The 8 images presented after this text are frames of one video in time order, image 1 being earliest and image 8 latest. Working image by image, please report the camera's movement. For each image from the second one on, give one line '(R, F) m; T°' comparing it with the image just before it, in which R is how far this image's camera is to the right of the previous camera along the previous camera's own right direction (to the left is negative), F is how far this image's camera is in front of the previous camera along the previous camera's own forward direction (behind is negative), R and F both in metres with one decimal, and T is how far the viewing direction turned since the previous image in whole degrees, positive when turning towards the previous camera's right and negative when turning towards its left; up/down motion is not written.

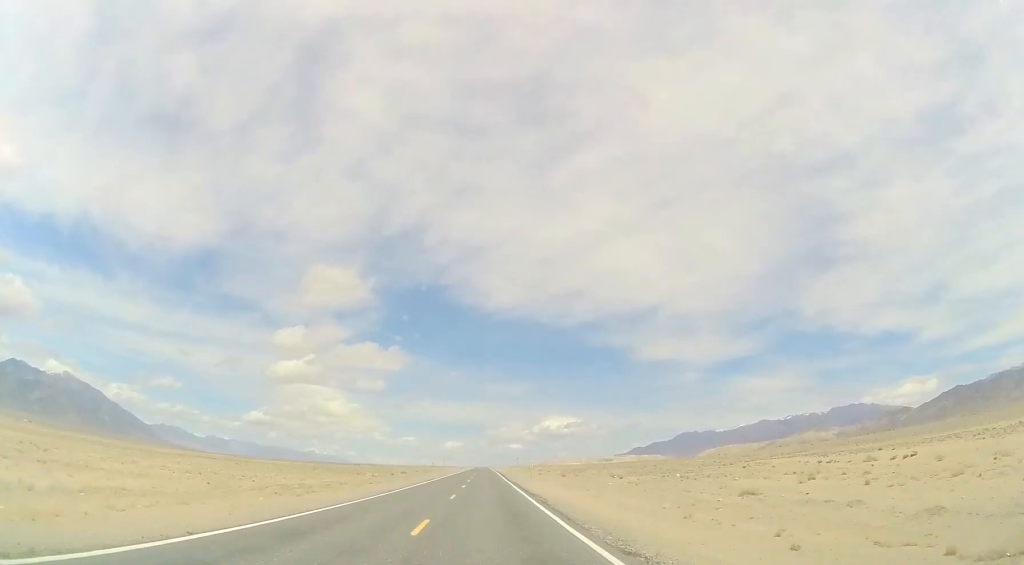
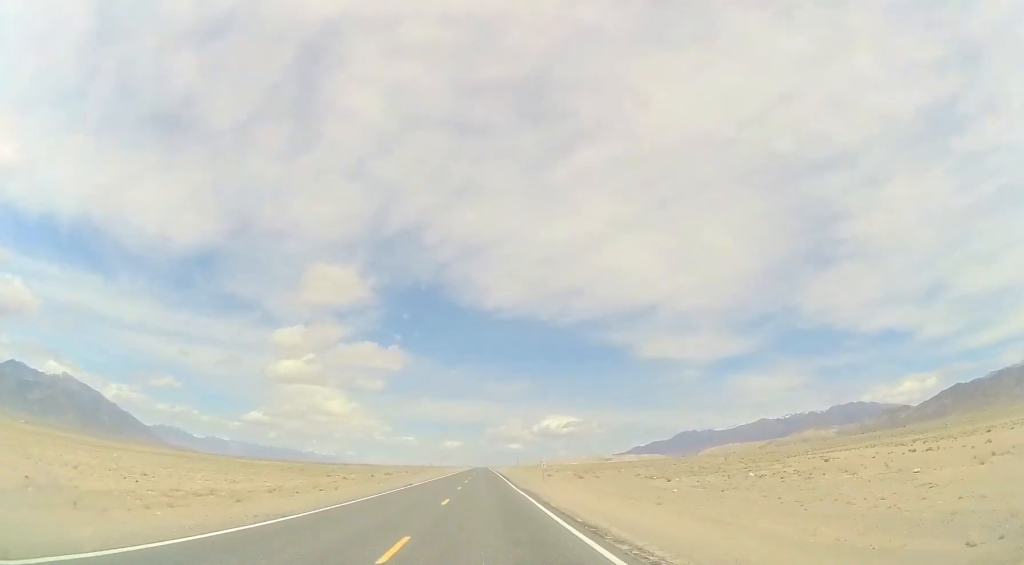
(+0.1, +17.7) m; 0°
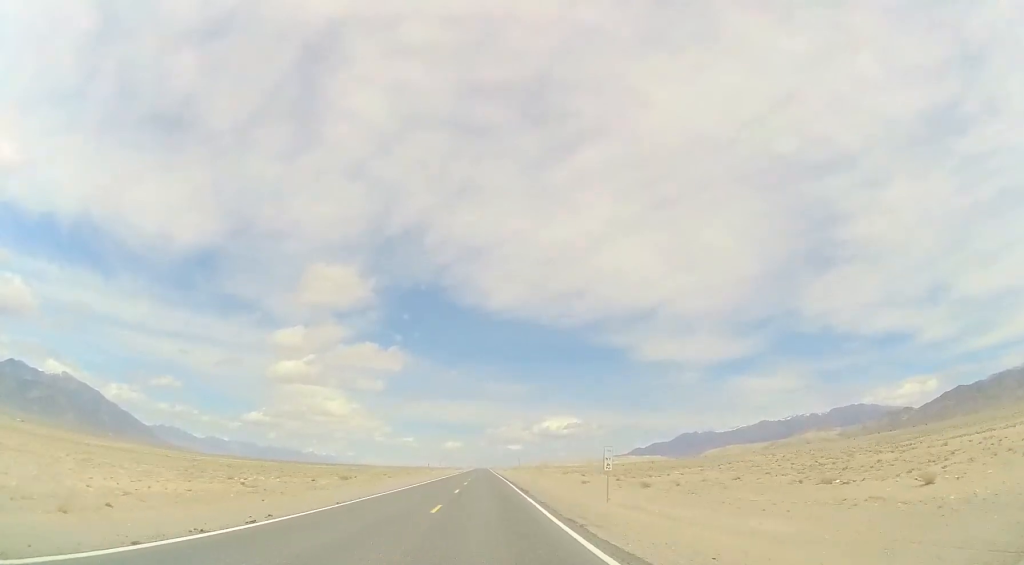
(0.0, +31.1) m; 0°
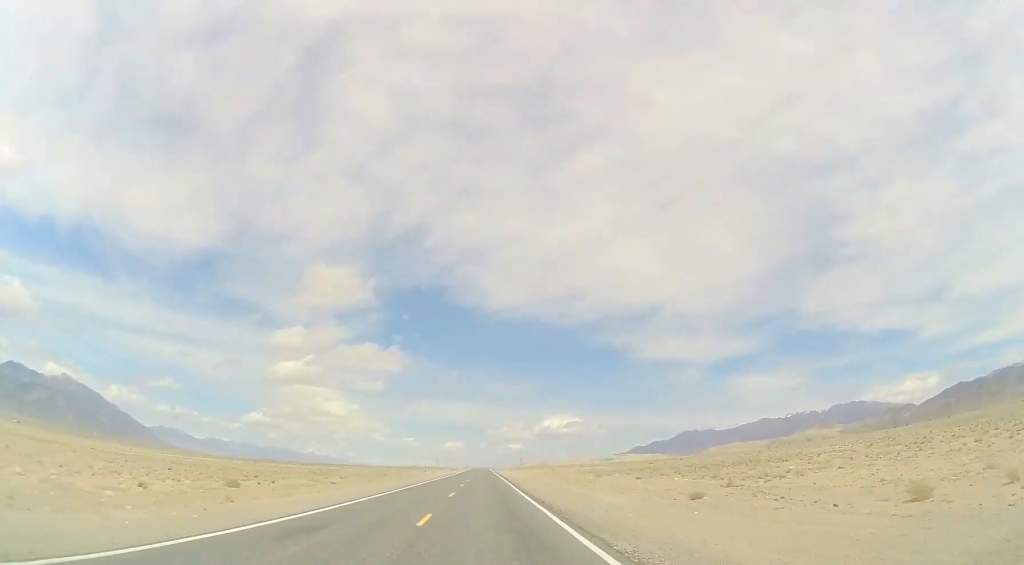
(-0.2, +31.3) m; 0°
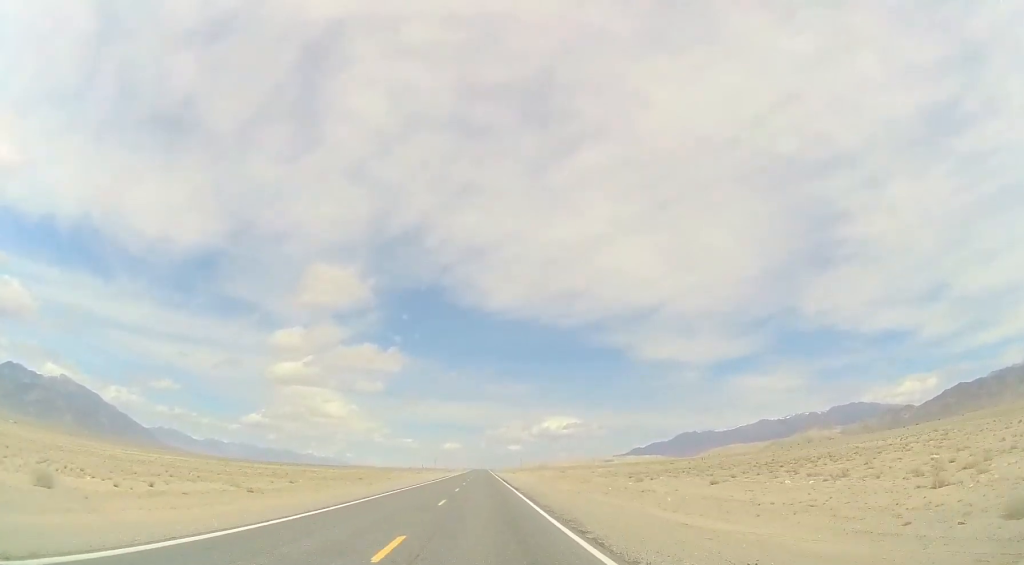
(+0.1, +19.1) m; 0°
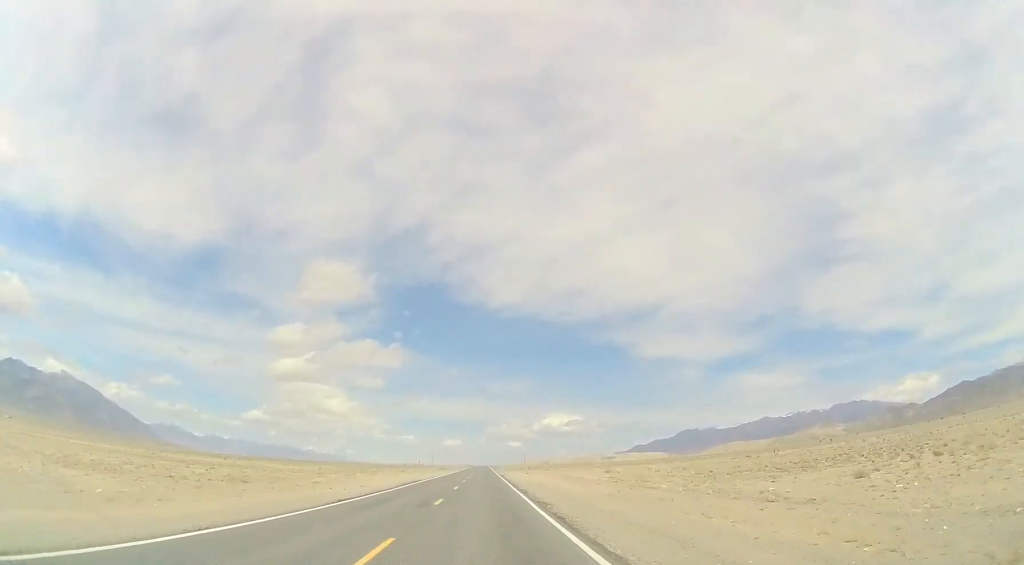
(+0.1, +41.7) m; 0°
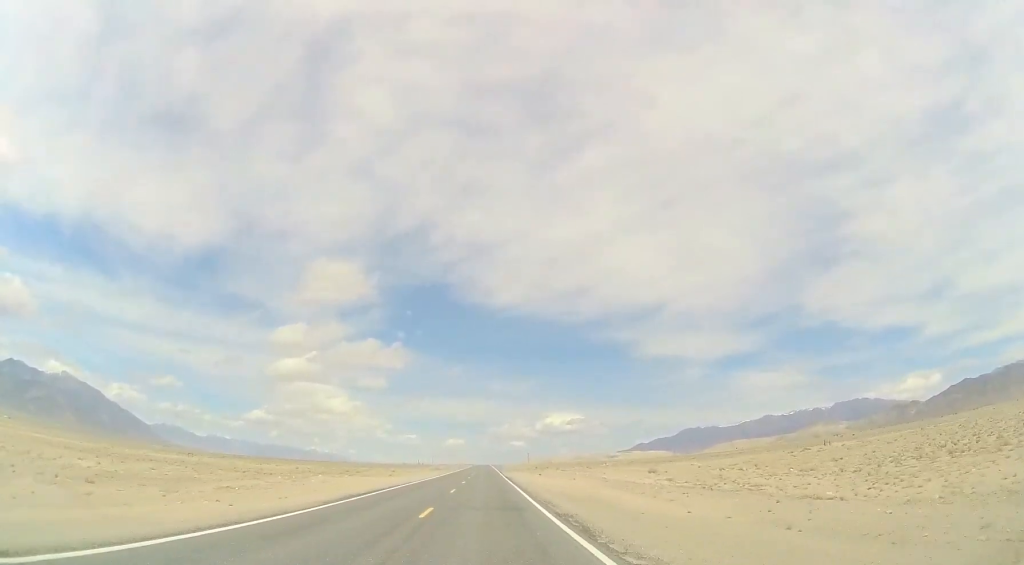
(-0.1, +19.3) m; 0°
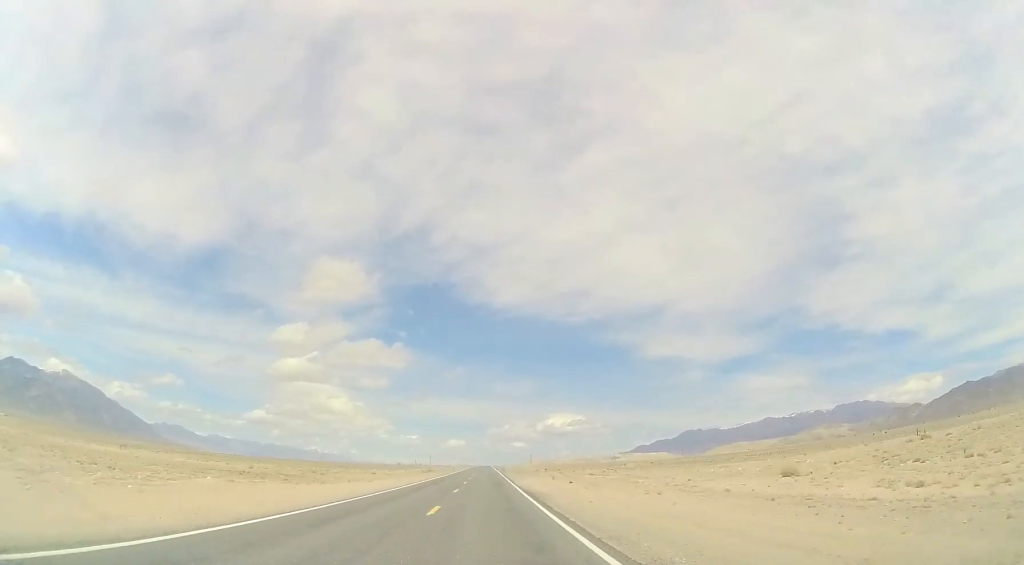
(-0.2, +26.2) m; 0°
